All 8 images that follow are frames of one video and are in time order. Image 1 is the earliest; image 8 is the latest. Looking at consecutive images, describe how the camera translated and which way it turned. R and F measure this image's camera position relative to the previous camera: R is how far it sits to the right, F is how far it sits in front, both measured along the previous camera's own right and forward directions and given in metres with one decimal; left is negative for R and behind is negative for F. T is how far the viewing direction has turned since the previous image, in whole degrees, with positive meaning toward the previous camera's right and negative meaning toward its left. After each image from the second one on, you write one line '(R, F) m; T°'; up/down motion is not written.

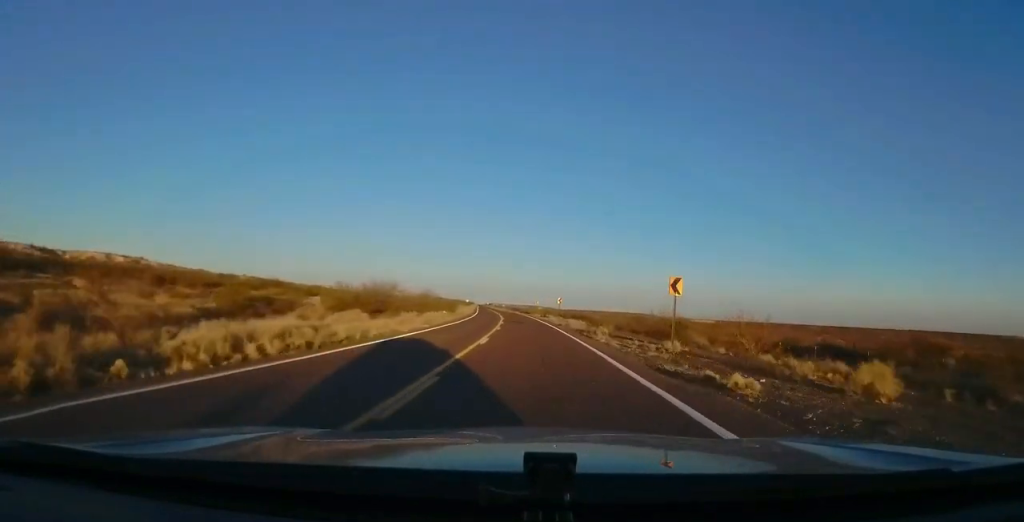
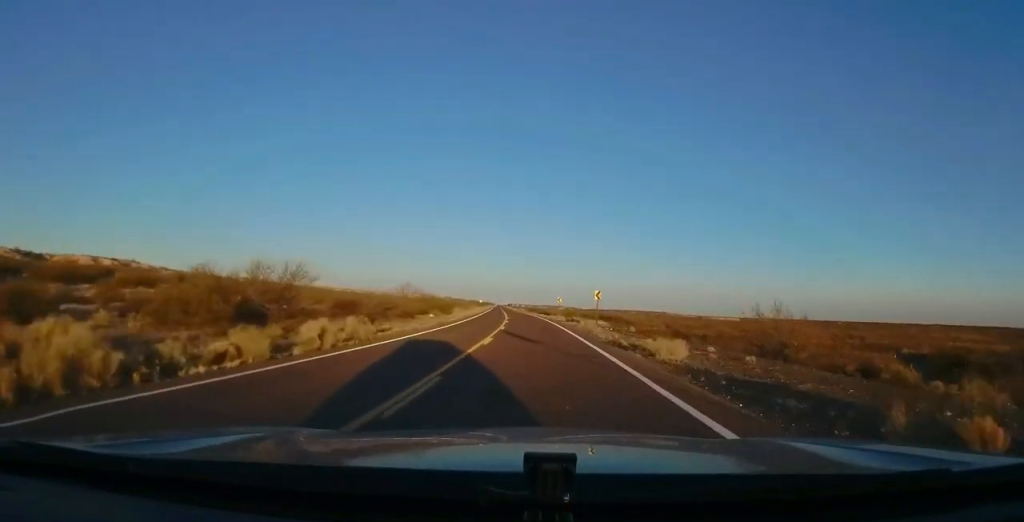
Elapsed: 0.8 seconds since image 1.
(-0.4, +24.4) m; -3°
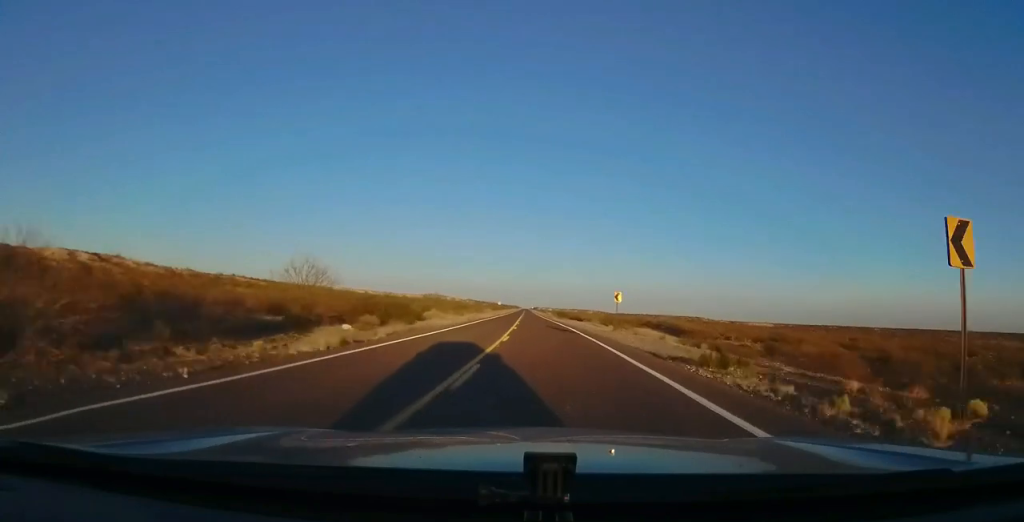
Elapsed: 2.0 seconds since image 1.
(-1.3, +34.1) m; -3°
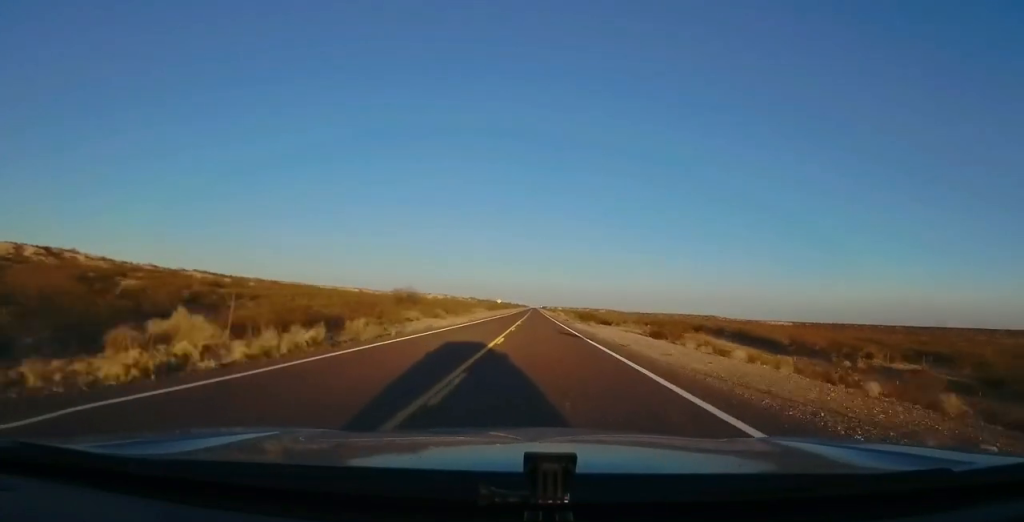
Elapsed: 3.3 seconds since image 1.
(-0.4, +38.1) m; -1°
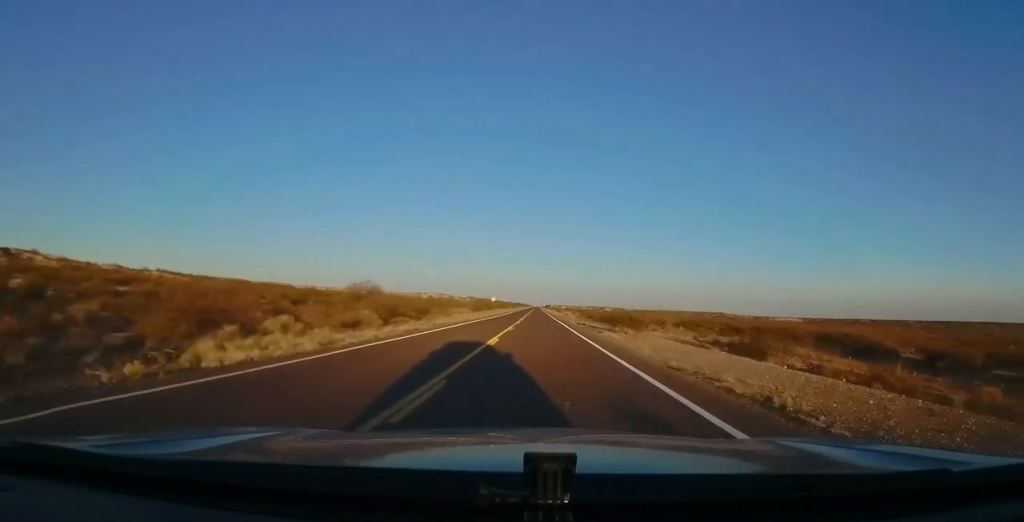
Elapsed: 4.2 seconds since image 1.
(-0.2, +25.4) m; 0°
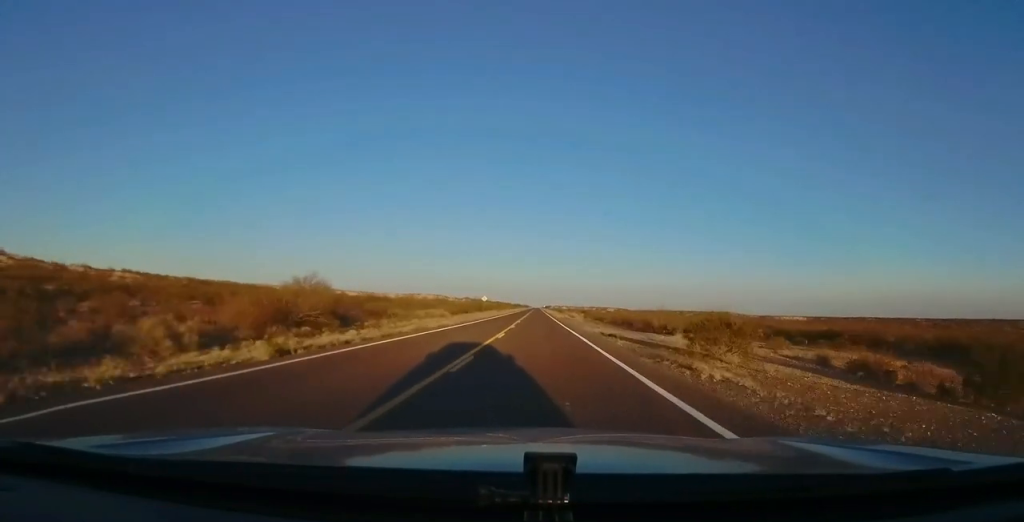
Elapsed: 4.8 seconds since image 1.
(+0.3, +19.6) m; +1°
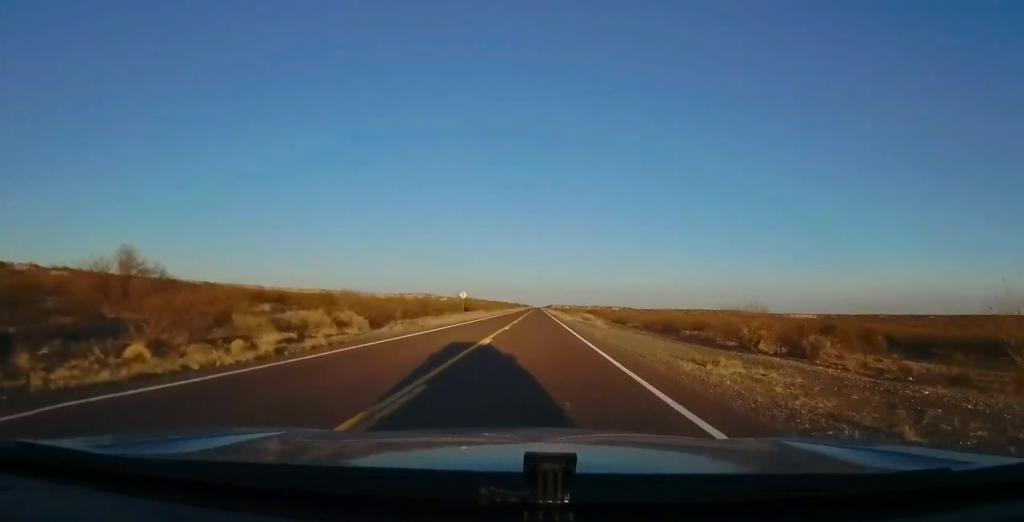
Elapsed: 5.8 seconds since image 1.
(+0.1, +29.4) m; 0°
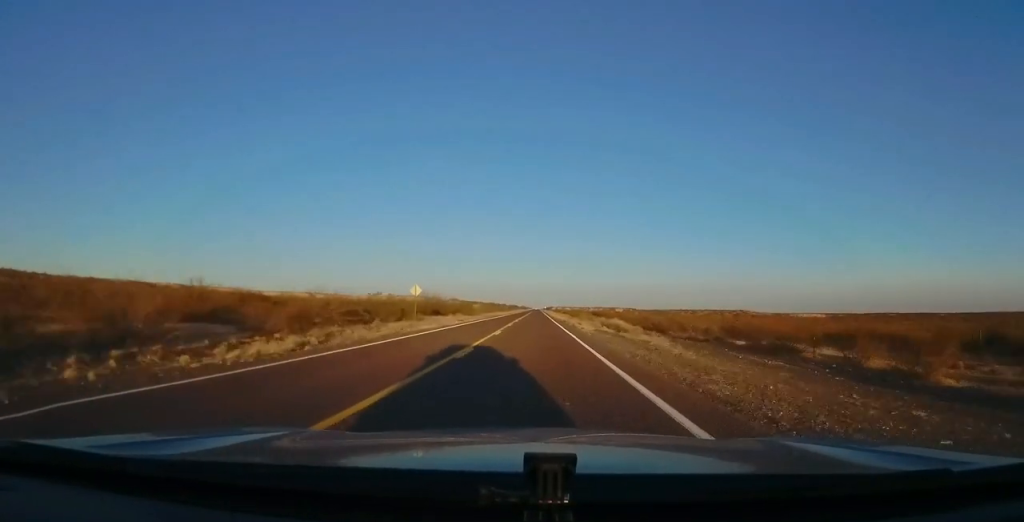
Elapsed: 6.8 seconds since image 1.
(0.0, +28.5) m; 0°
